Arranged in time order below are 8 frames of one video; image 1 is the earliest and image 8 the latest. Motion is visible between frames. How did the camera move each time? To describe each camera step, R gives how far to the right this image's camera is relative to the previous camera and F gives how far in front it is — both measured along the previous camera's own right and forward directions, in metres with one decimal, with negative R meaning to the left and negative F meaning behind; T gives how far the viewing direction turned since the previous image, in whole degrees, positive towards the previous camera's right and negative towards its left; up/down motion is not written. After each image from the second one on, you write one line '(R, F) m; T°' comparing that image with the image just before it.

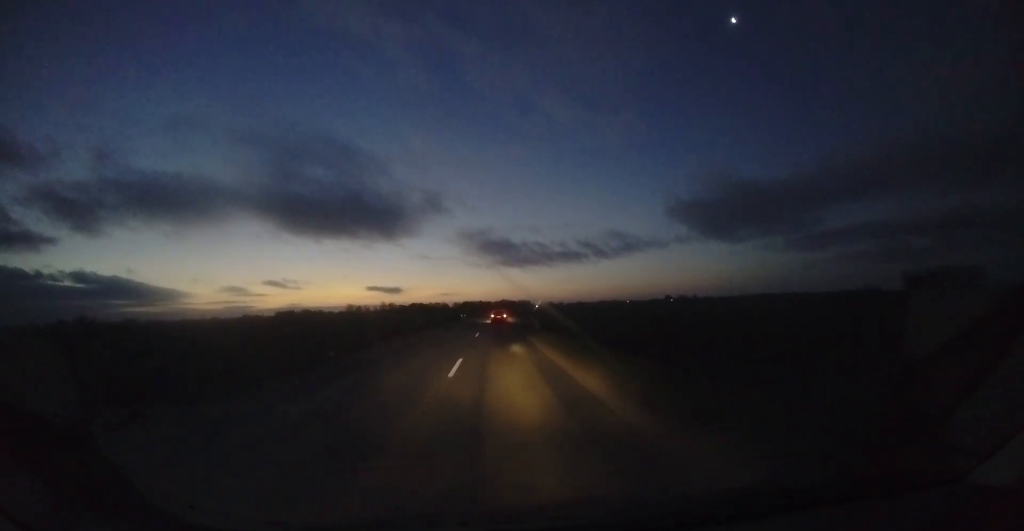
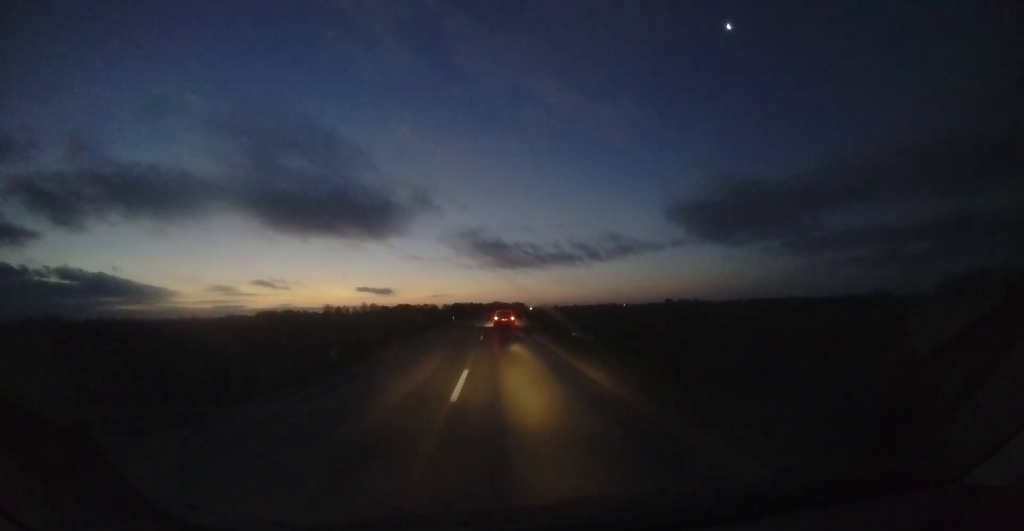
(+1.0, +51.2) m; +1°
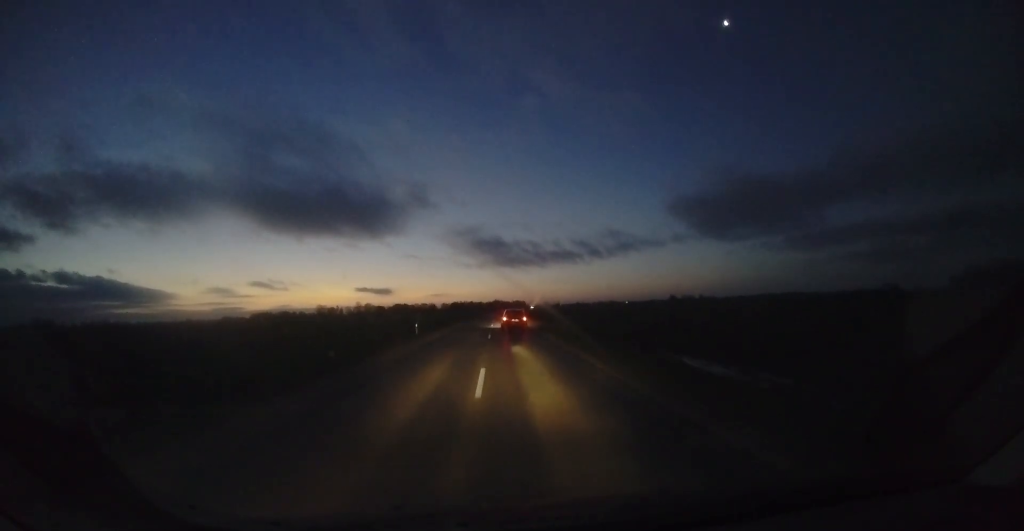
(-0.2, +24.0) m; -1°
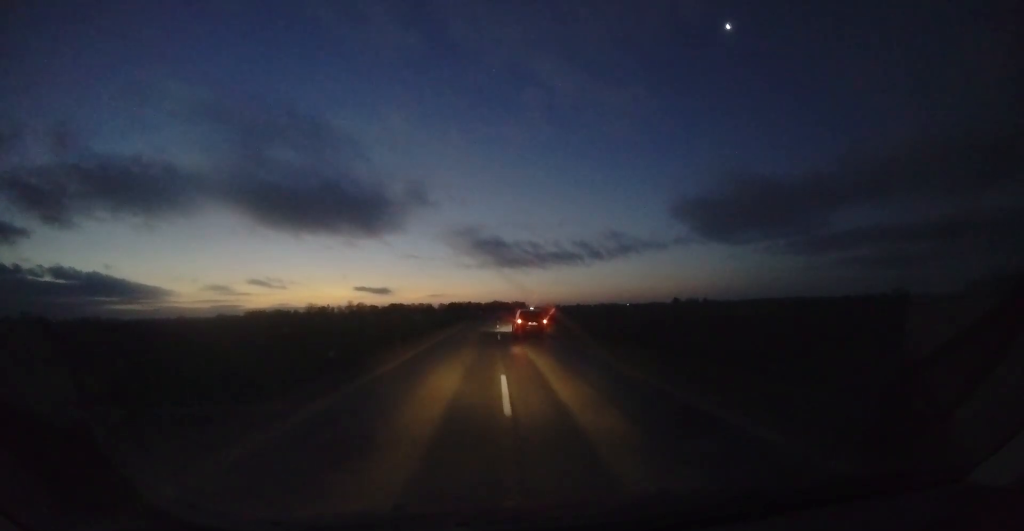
(-0.2, +24.6) m; 0°
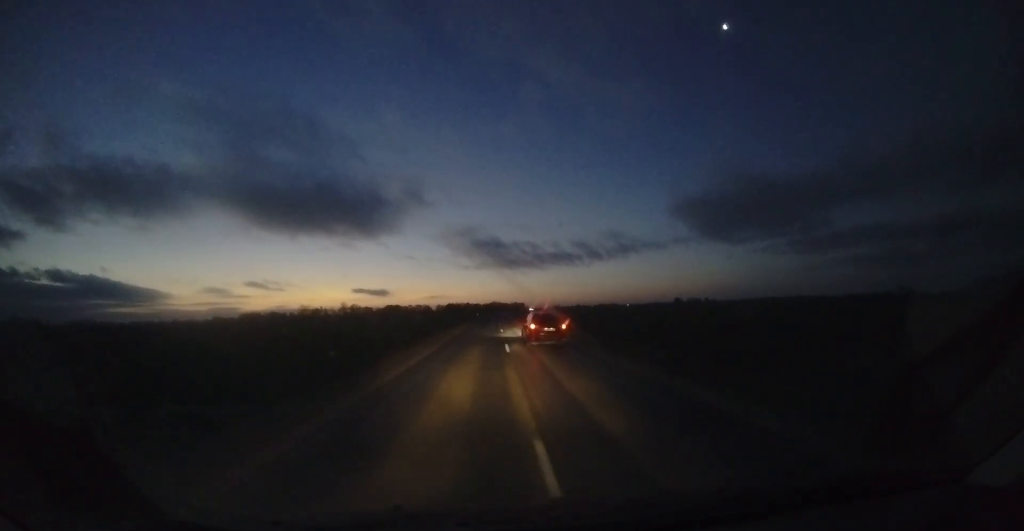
(0.0, +16.6) m; 0°
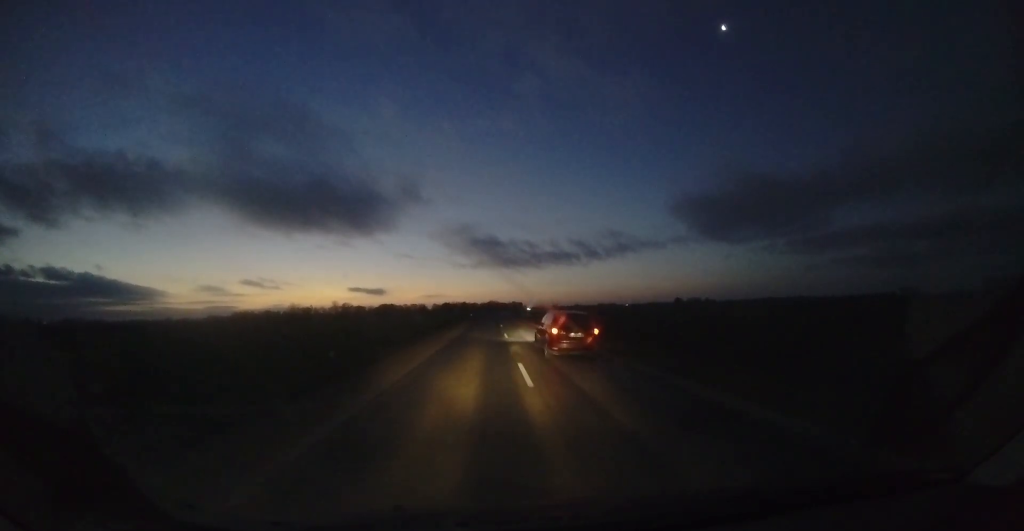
(0.0, +17.6) m; 0°
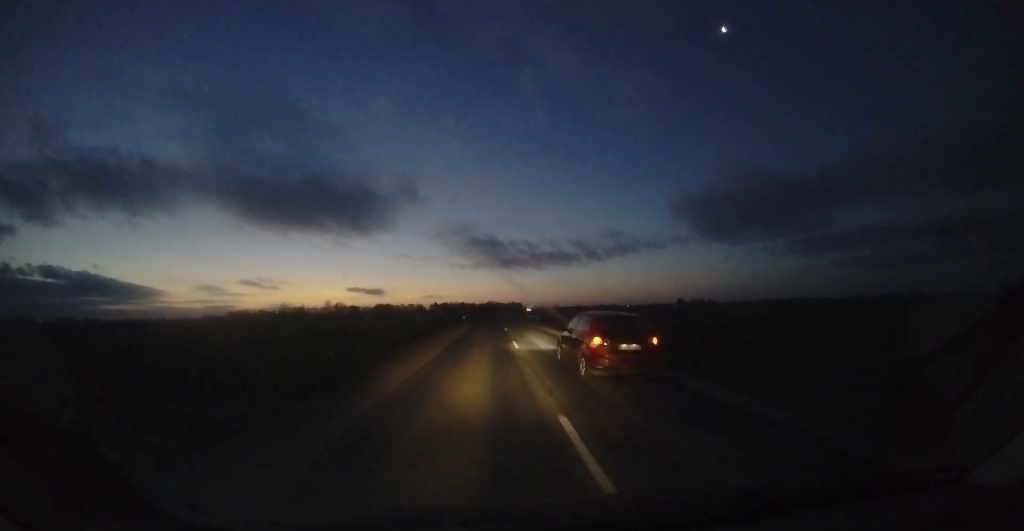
(-0.2, +17.1) m; 0°
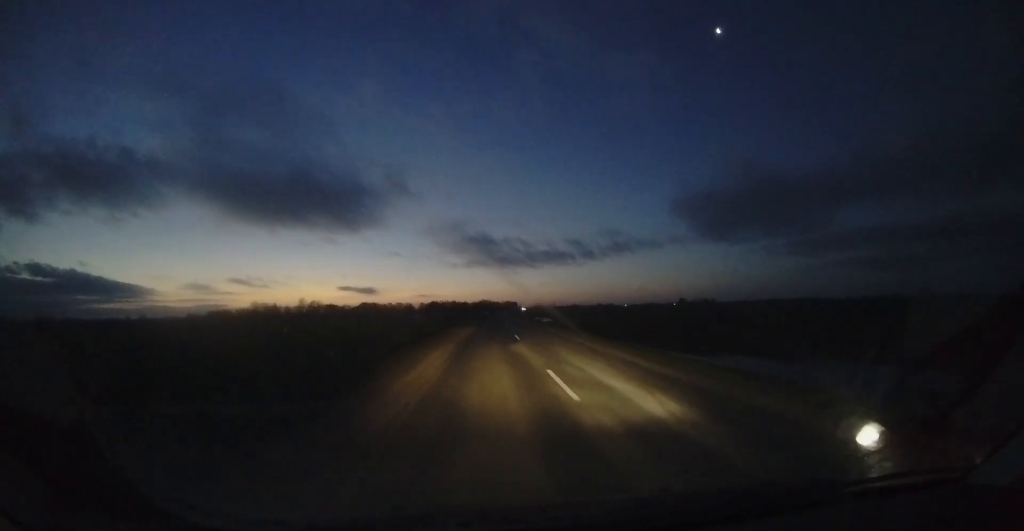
(+0.4, +44.2) m; +2°
